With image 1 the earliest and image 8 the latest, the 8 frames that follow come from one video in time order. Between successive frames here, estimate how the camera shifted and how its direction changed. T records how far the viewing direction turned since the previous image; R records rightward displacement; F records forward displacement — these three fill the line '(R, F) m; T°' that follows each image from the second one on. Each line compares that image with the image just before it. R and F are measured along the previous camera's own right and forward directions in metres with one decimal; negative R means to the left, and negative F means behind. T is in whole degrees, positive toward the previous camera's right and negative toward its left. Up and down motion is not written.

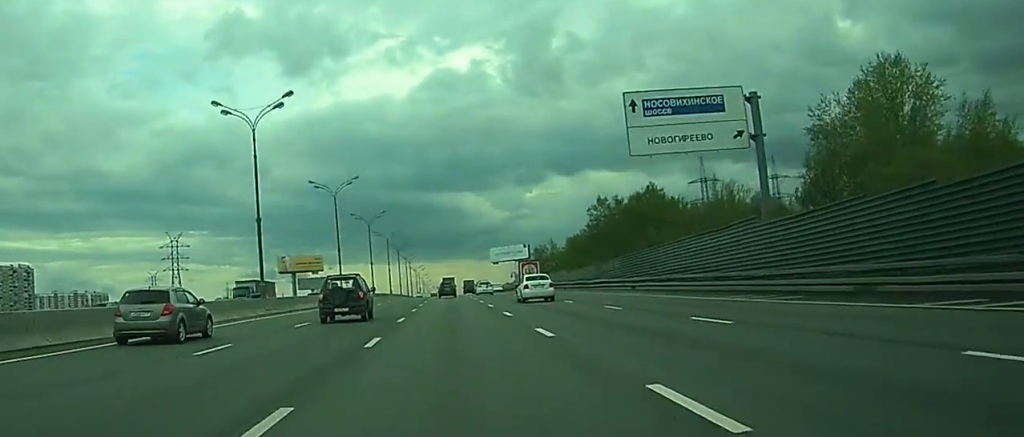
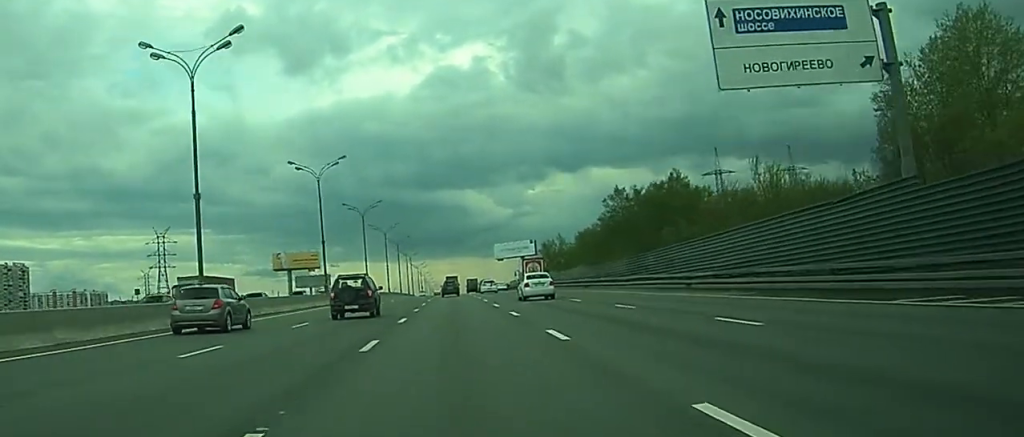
(+0.1, +12.9) m; +1°
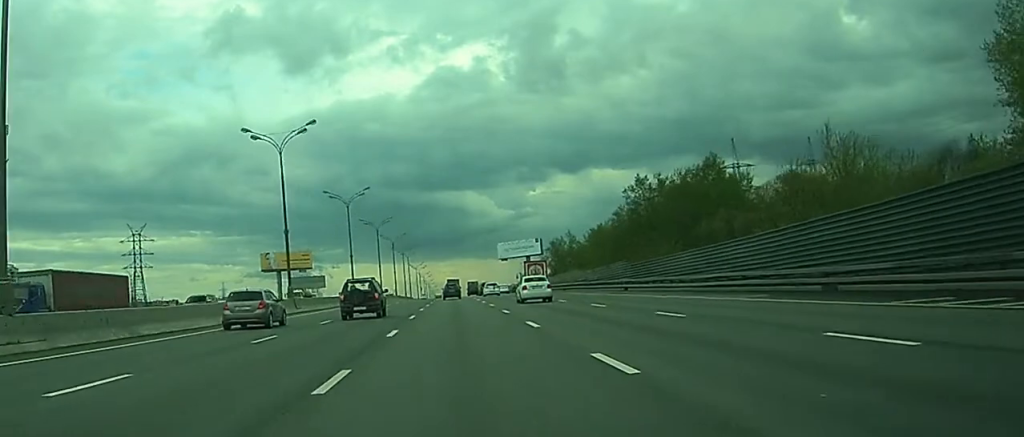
(+0.2, +17.3) m; +1°
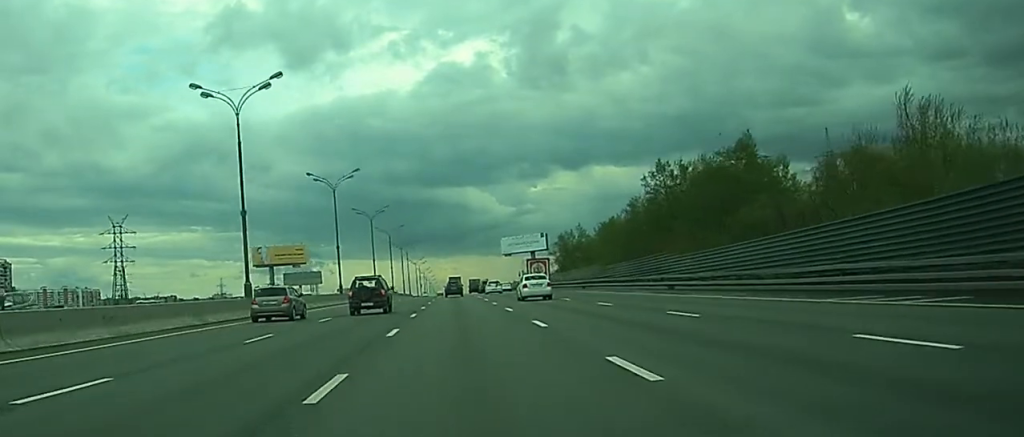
(-0.1, +12.6) m; +1°
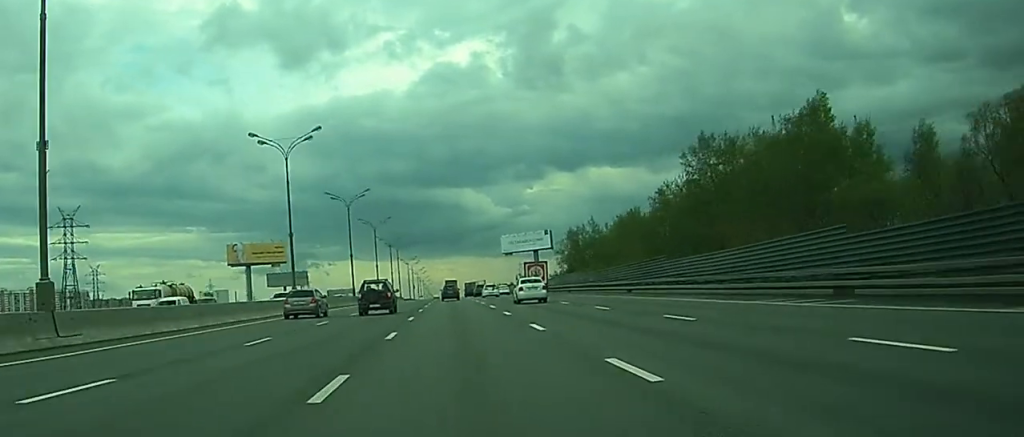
(+0.6, +23.6) m; +1°
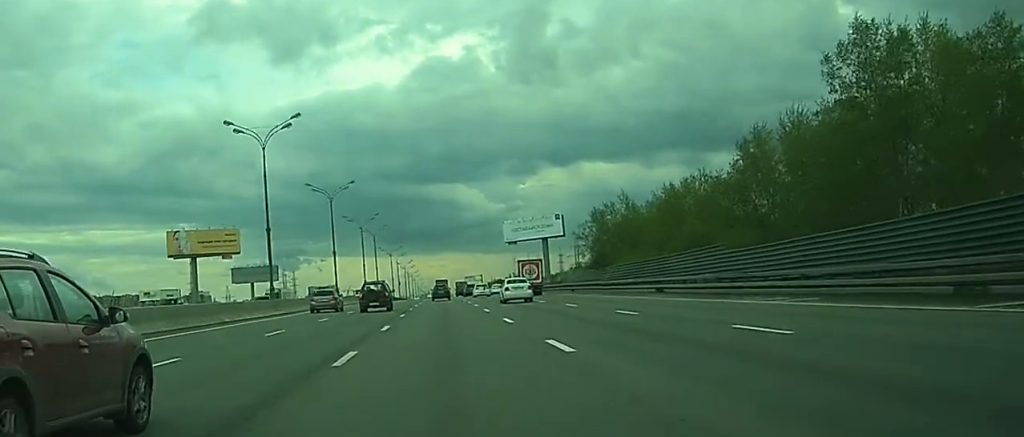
(-0.2, +42.3) m; -1°
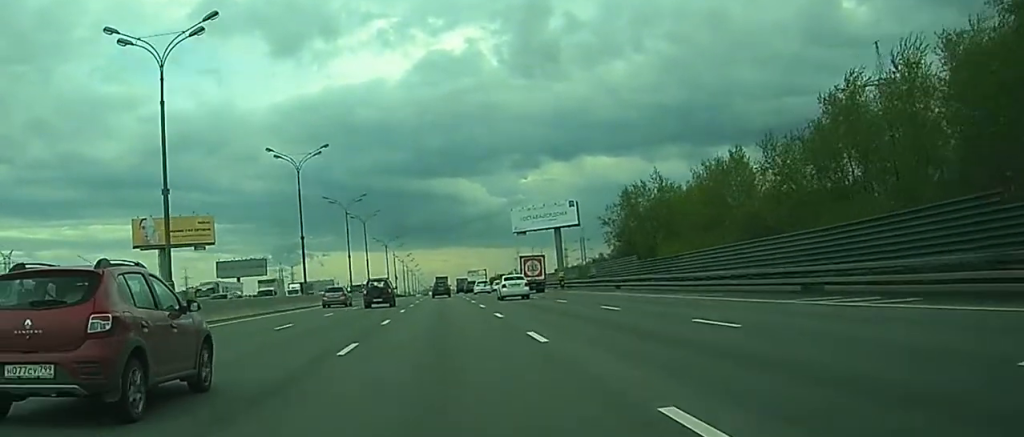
(-0.3, +20.7) m; -1°
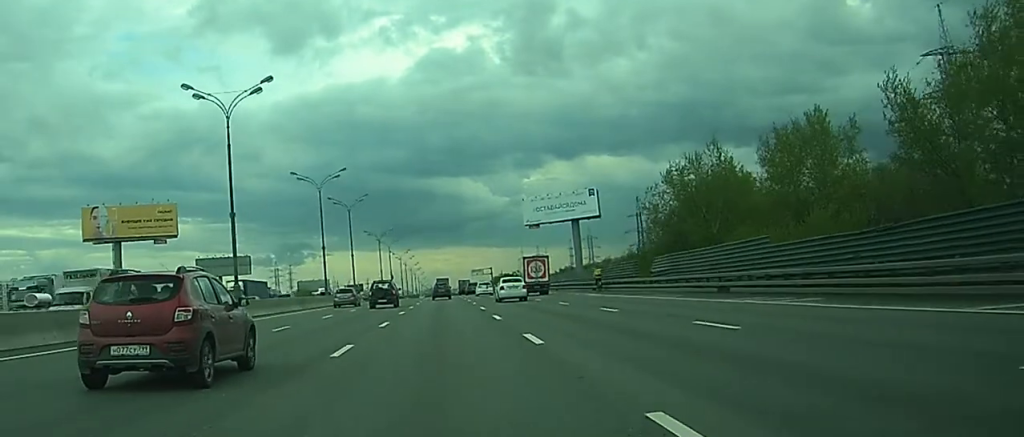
(+0.1, +22.9) m; 0°
